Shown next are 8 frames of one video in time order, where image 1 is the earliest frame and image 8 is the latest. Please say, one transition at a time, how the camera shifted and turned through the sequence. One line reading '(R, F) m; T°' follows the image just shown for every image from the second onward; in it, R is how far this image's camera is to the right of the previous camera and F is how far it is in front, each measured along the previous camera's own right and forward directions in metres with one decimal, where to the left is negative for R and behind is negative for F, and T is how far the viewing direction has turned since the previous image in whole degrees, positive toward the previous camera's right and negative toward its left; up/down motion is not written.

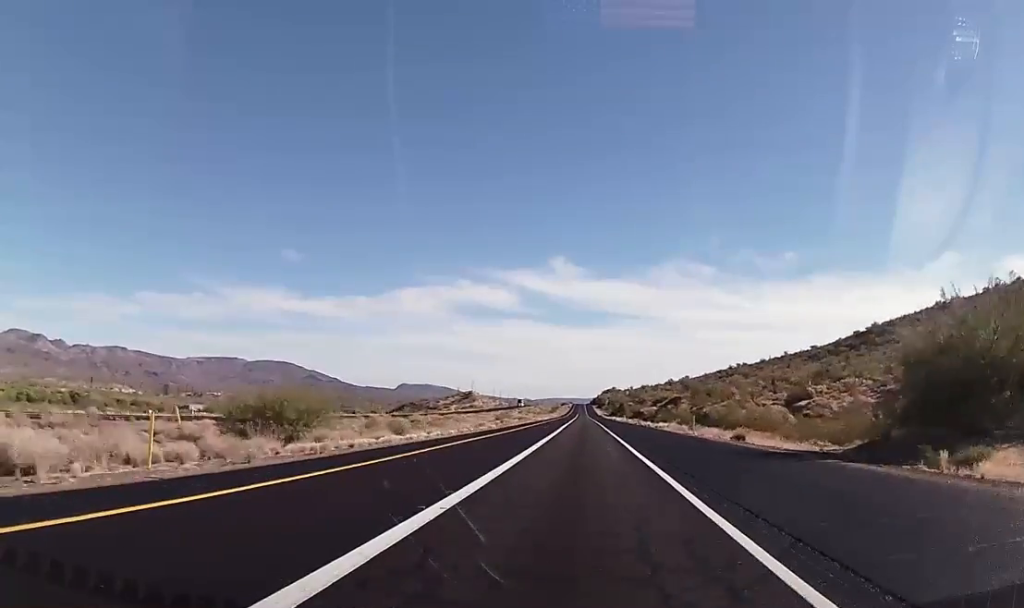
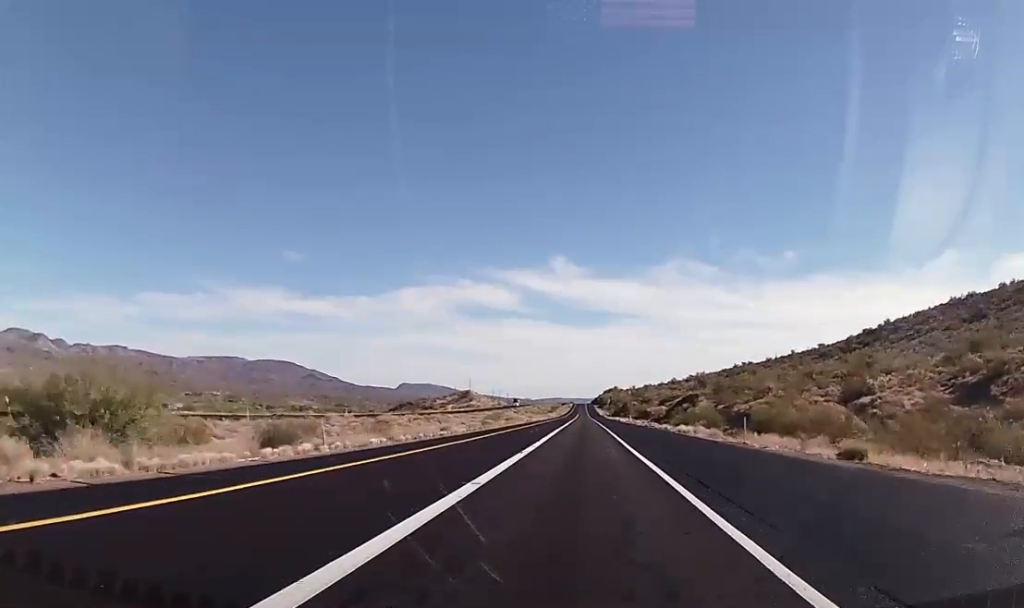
(0.0, +18.0) m; 0°
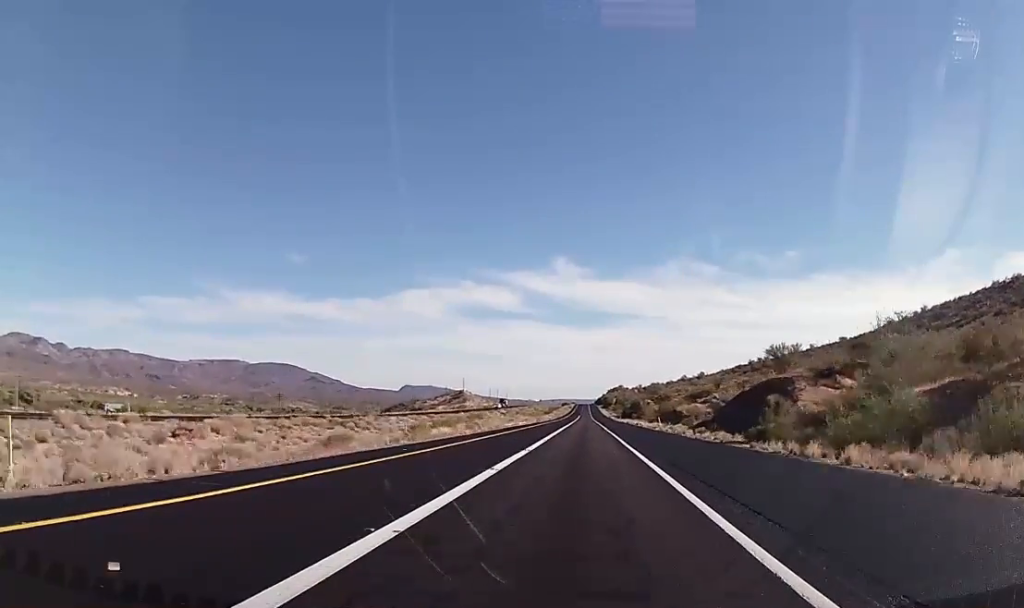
(-0.1, +46.9) m; 0°
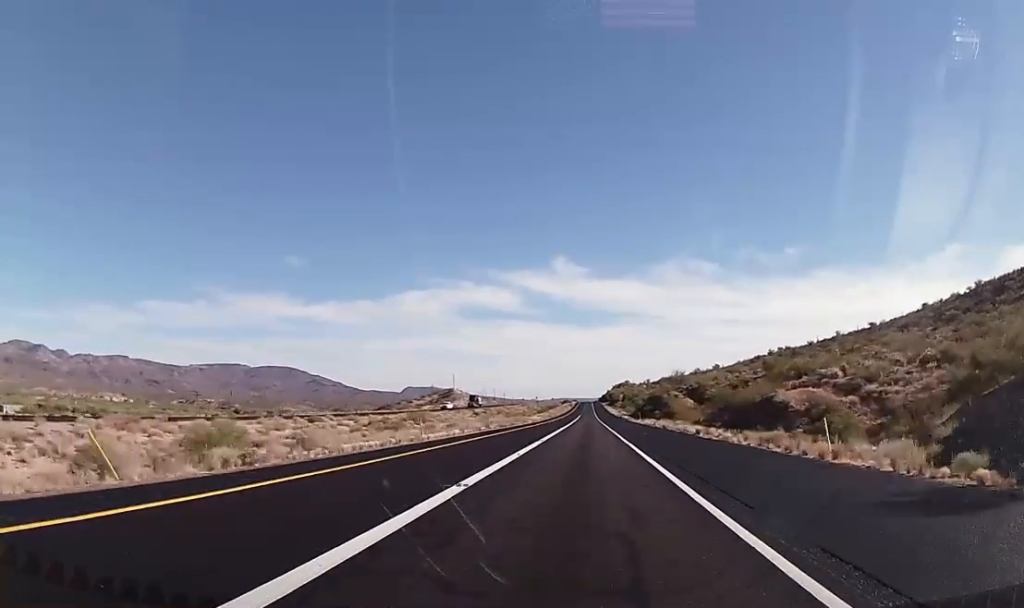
(-0.7, +57.4) m; -1°
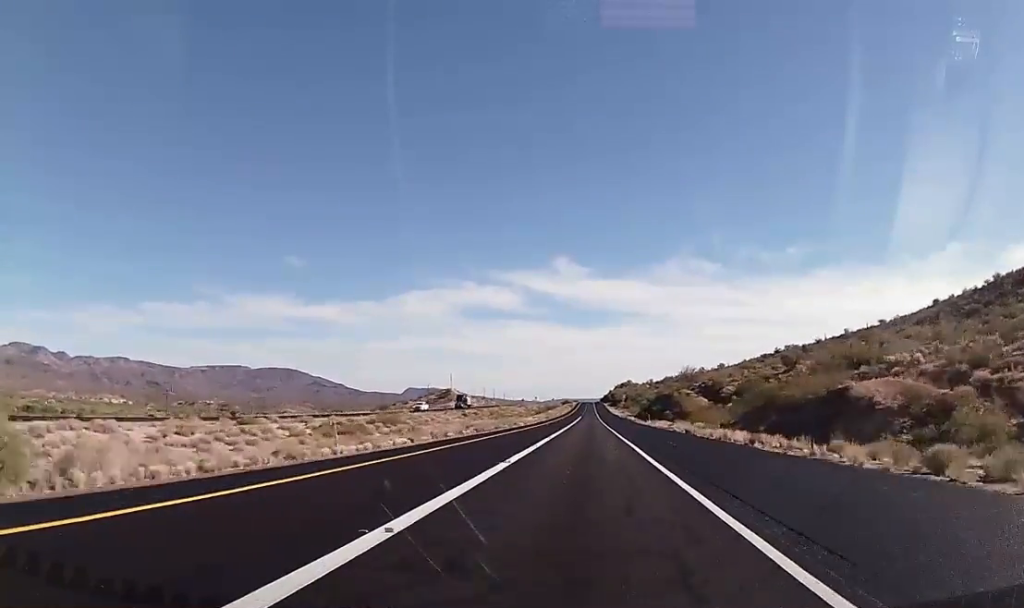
(+0.1, +15.6) m; 0°
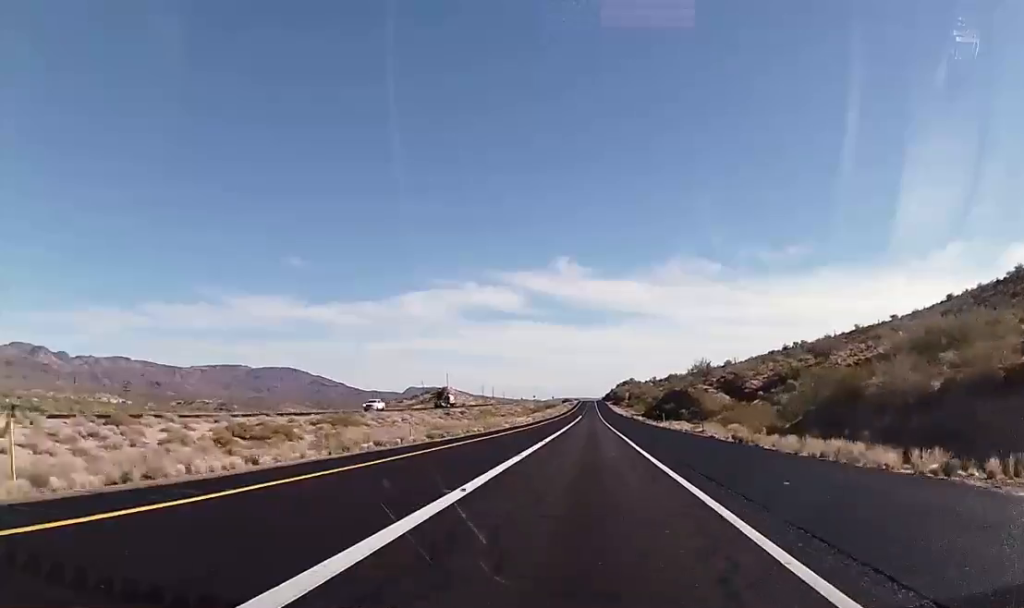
(+0.1, +18.0) m; 0°
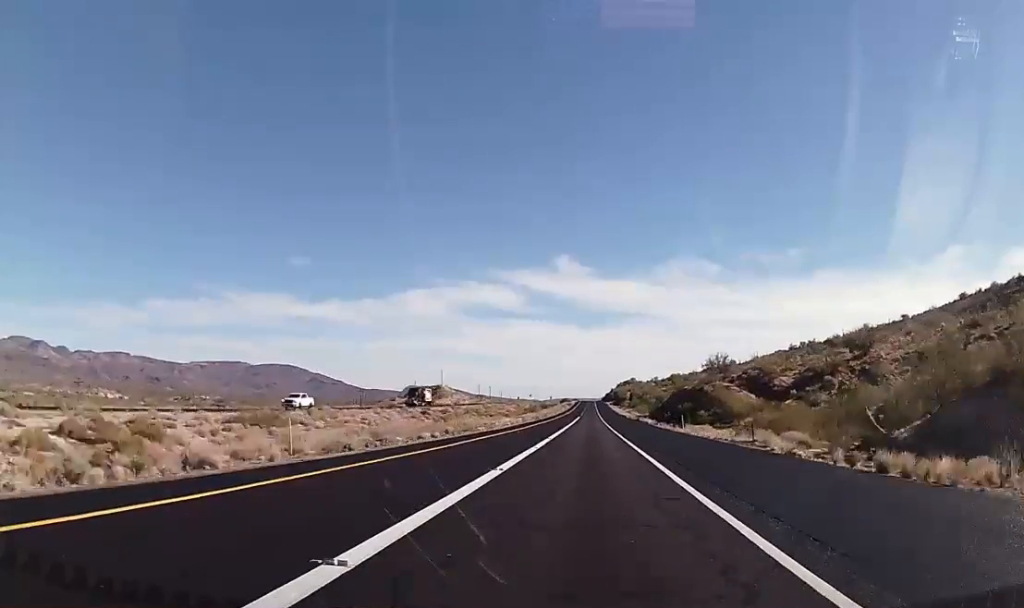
(0.0, +17.0) m; 0°
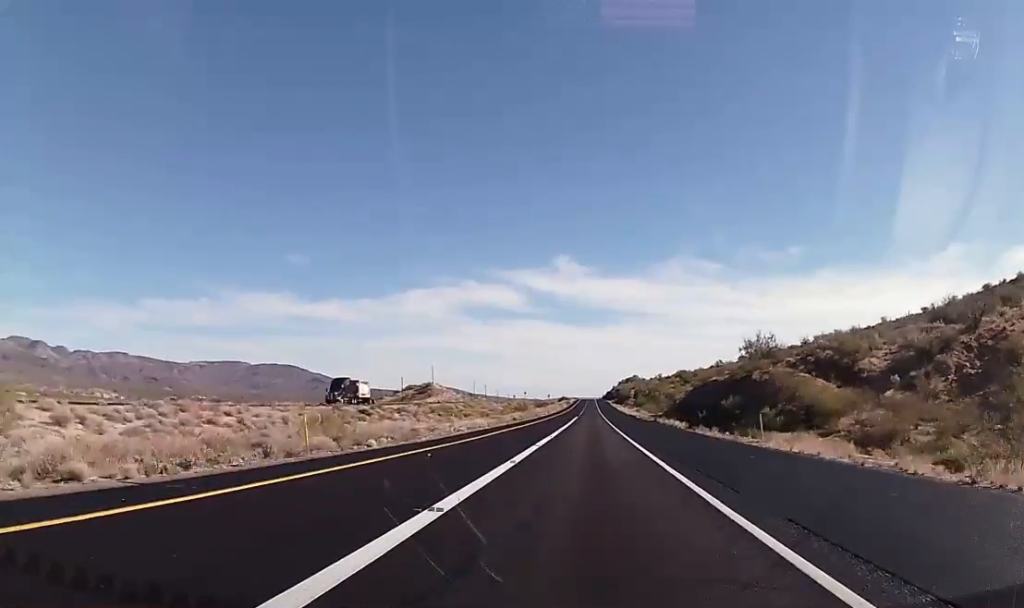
(-0.1, +29.3) m; 0°
